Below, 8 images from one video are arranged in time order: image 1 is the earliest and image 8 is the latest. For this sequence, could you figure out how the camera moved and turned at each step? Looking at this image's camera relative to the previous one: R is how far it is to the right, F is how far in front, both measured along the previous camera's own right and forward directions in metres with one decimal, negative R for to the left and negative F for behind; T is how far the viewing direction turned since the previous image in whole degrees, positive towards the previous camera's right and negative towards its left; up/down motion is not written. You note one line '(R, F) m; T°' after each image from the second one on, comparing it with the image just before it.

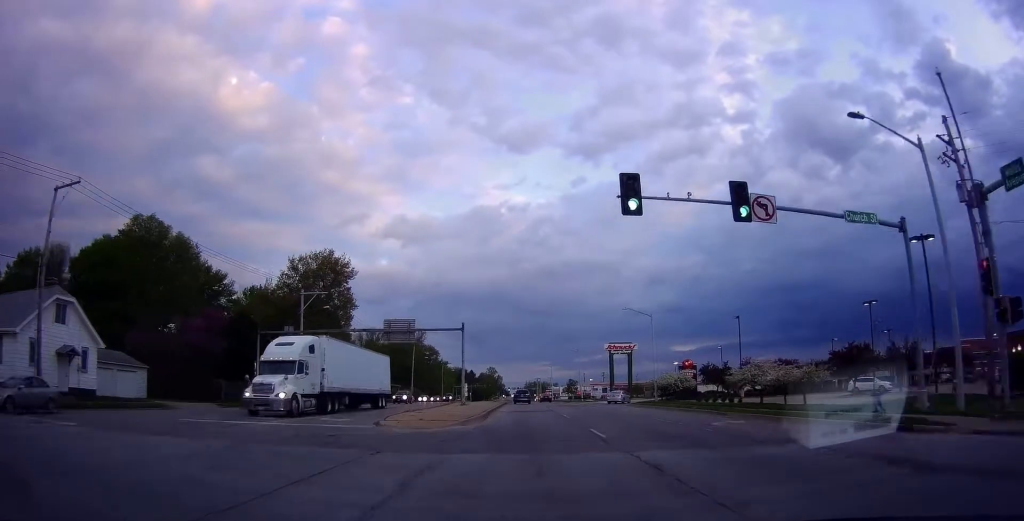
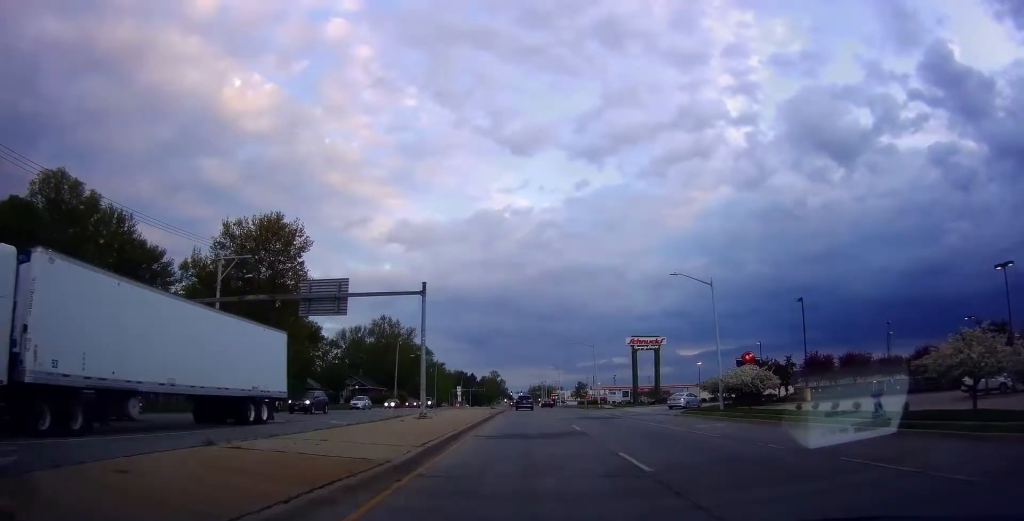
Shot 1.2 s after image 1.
(0.0, +18.7) m; 0°
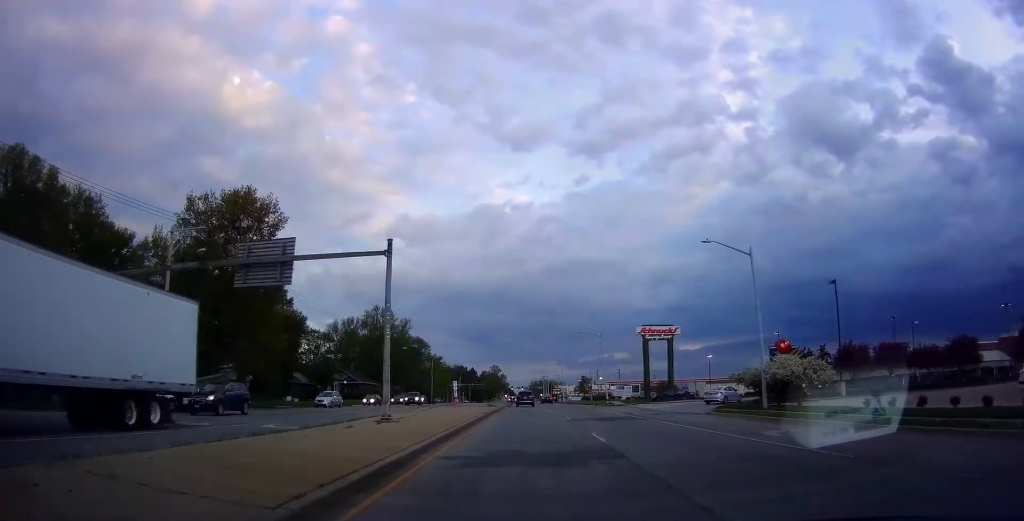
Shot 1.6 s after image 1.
(0.0, +7.4) m; -1°
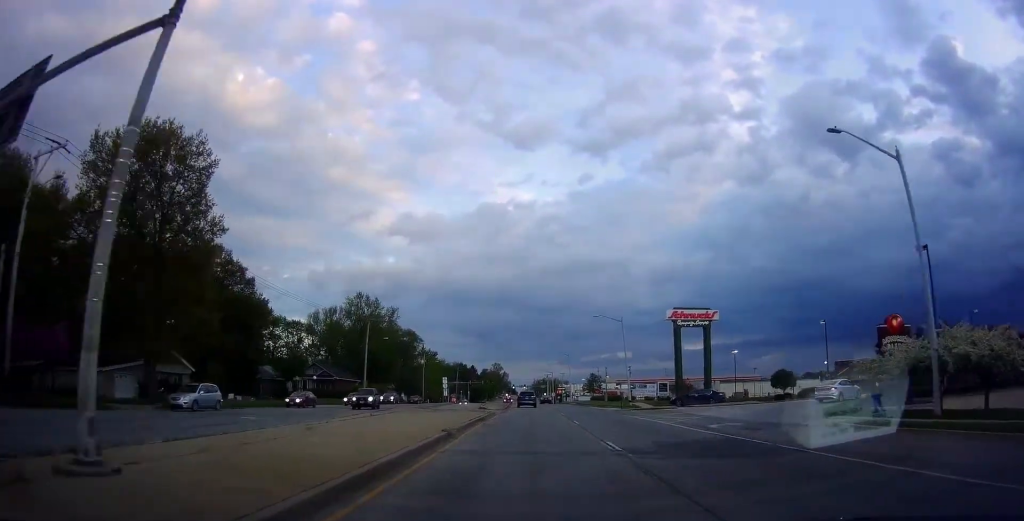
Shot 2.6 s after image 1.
(-0.2, +14.6) m; -2°
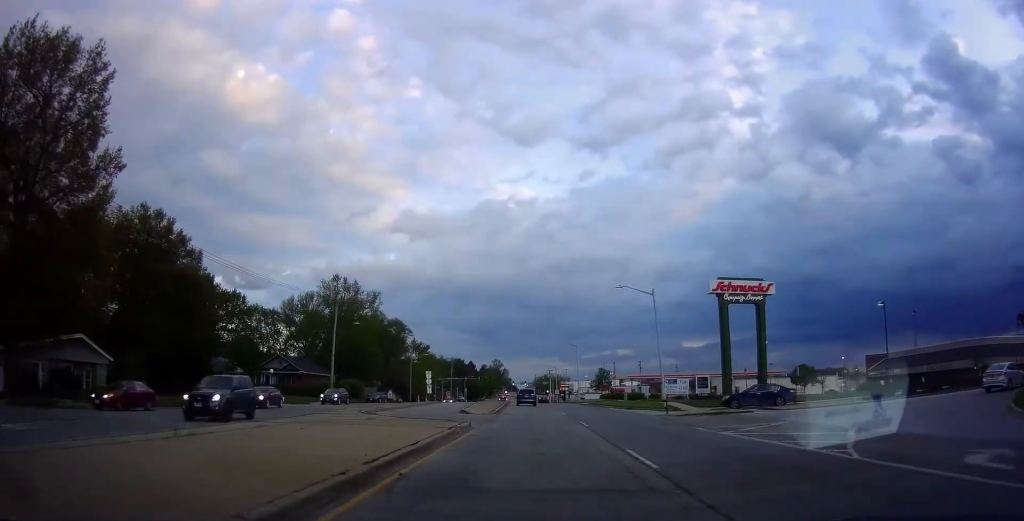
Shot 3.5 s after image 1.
(-0.4, +14.9) m; +1°
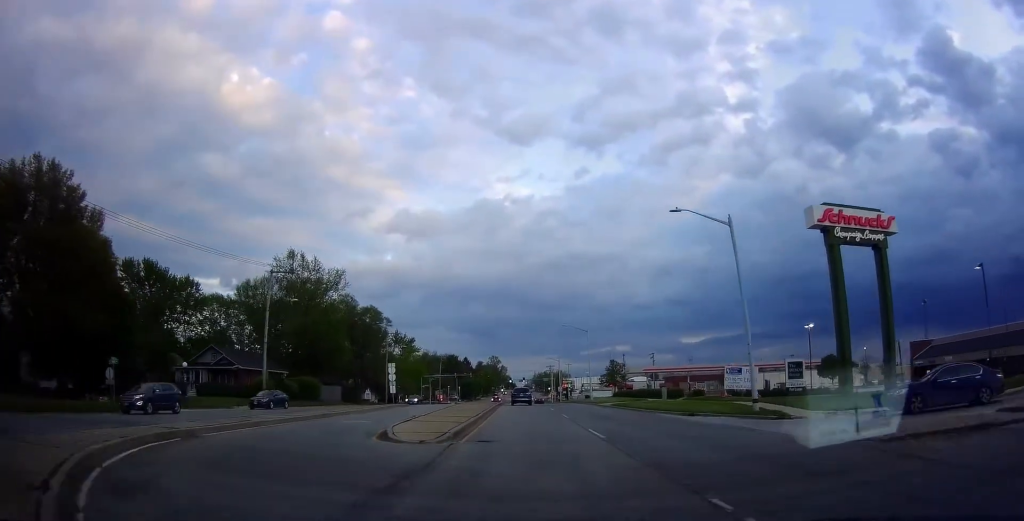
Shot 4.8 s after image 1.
(+0.7, +18.2) m; +2°
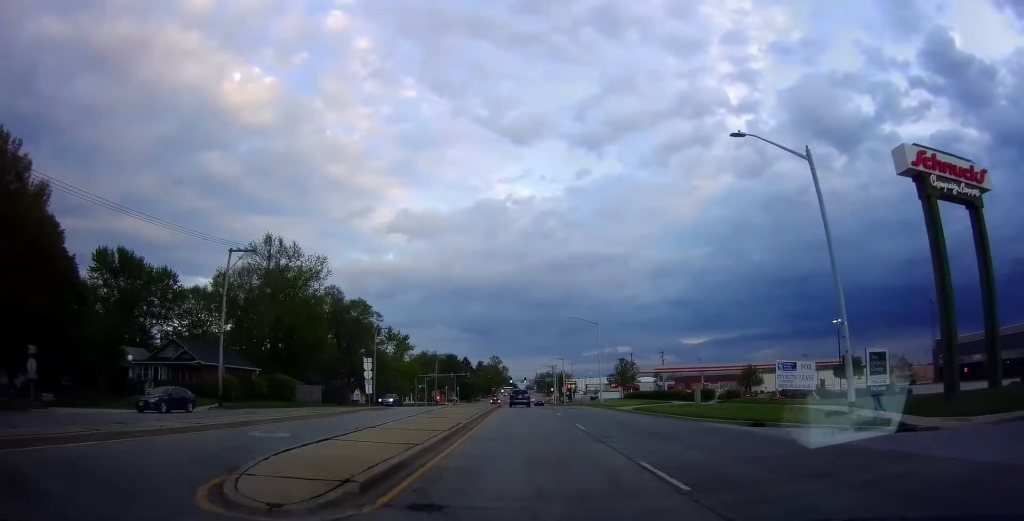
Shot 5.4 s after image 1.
(0.0, +8.6) m; 0°
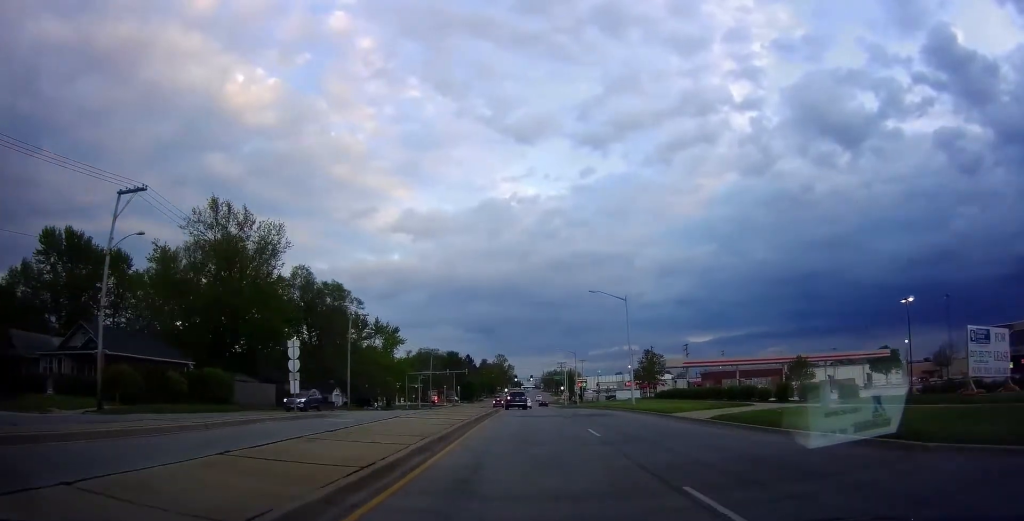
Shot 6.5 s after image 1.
(0.0, +15.5) m; 0°
